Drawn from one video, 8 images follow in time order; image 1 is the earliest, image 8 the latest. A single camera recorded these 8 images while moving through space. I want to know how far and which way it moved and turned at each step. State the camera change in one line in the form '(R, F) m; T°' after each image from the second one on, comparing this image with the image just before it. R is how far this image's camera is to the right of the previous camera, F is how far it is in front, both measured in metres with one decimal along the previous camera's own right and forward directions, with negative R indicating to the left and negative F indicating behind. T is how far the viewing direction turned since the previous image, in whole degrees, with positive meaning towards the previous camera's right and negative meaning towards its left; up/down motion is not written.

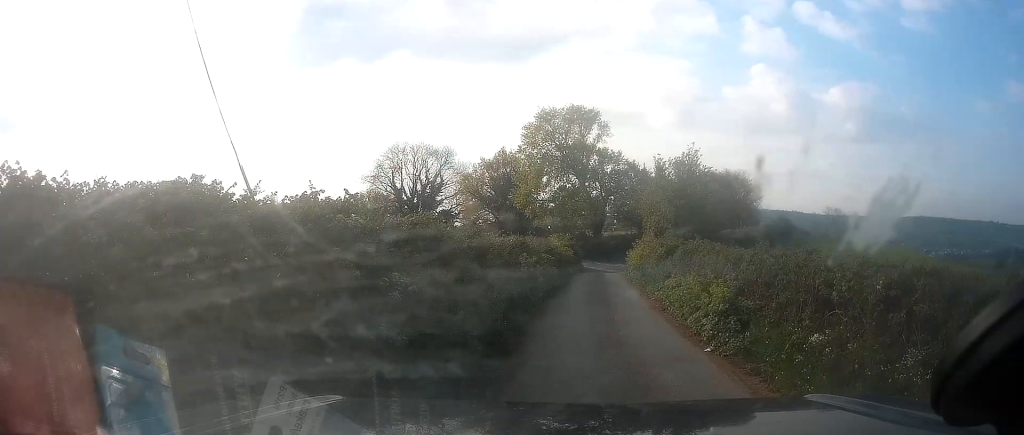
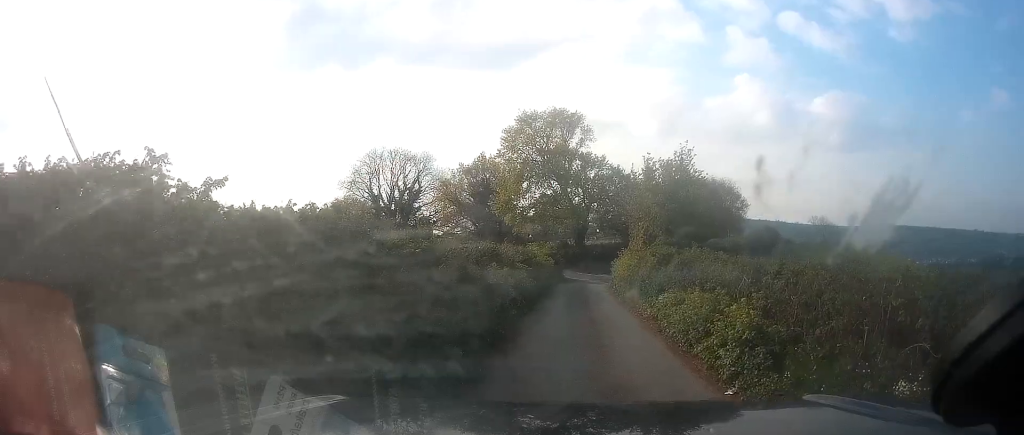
(+0.2, +1.9) m; +1°
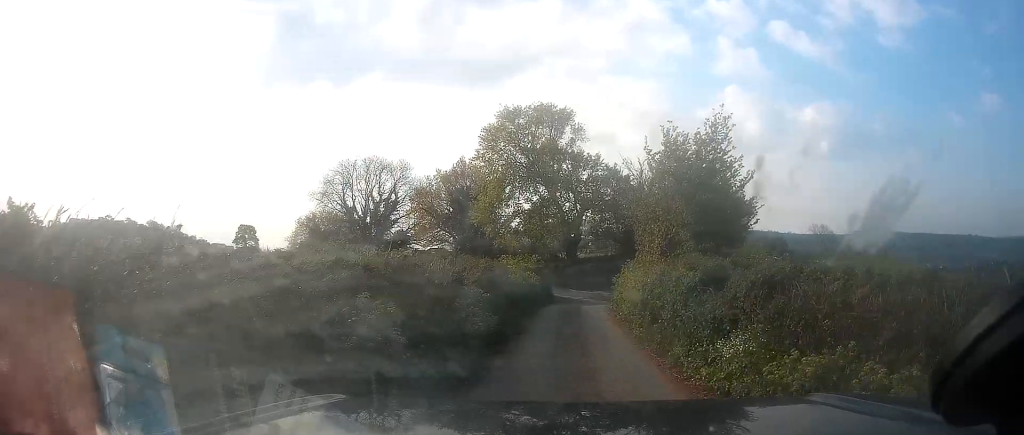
(0.0, +4.7) m; -2°
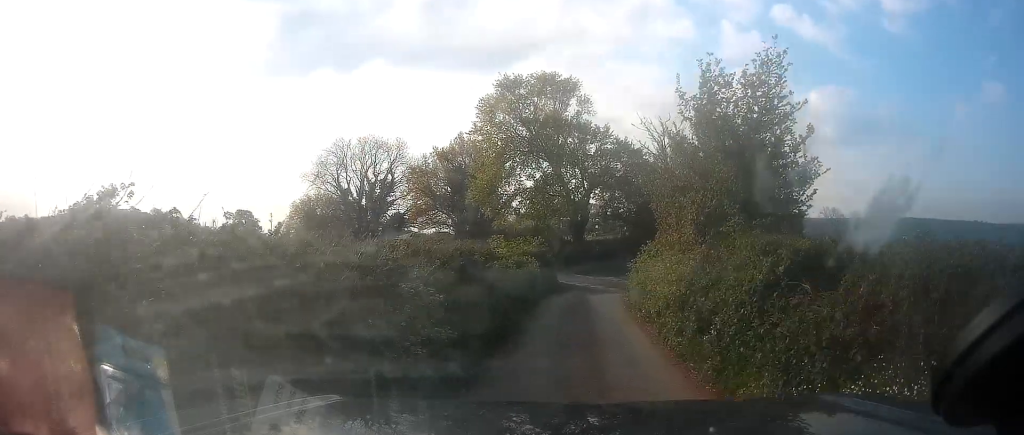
(-0.1, +2.5) m; -2°
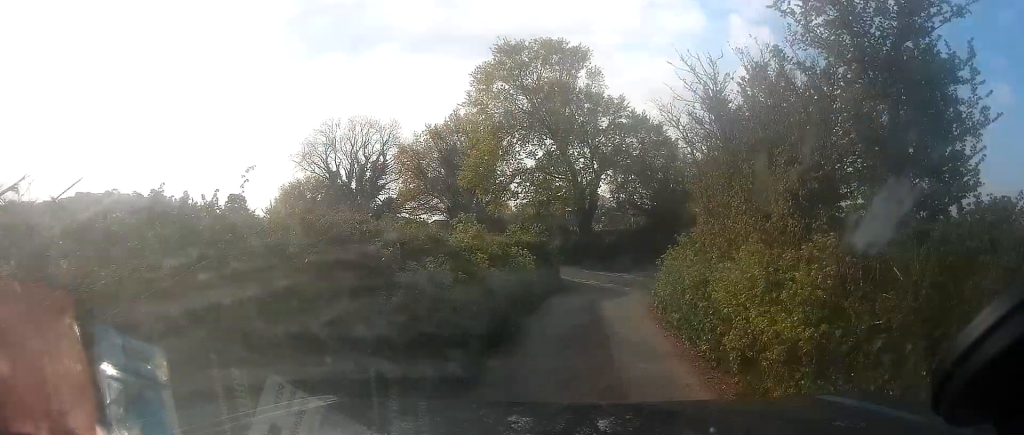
(-0.1, +4.1) m; 0°
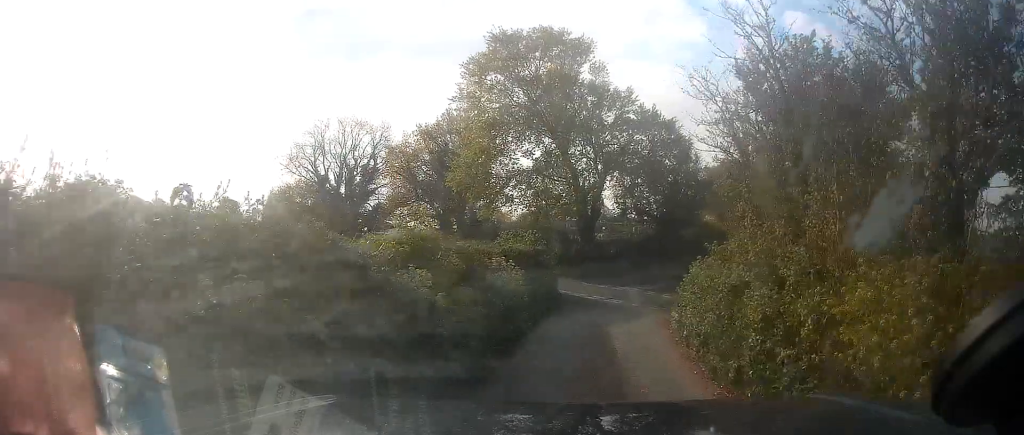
(0.0, +2.8) m; 0°
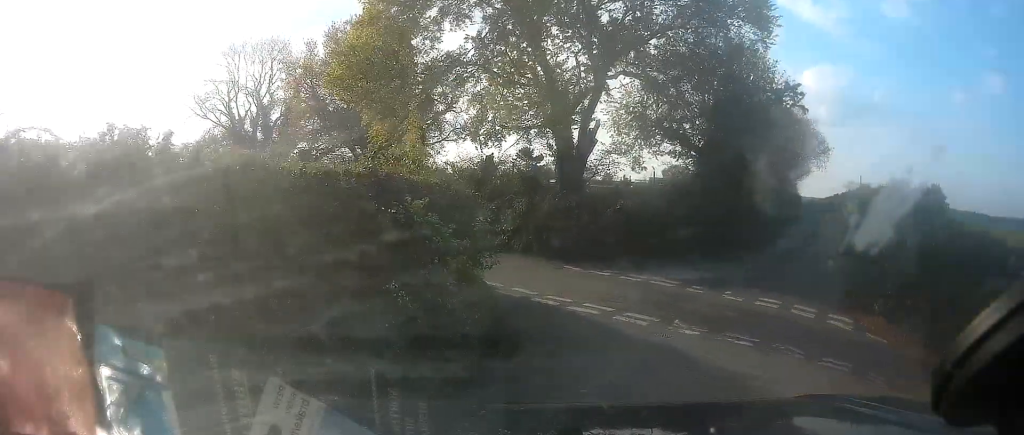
(+0.1, +12.8) m; 0°
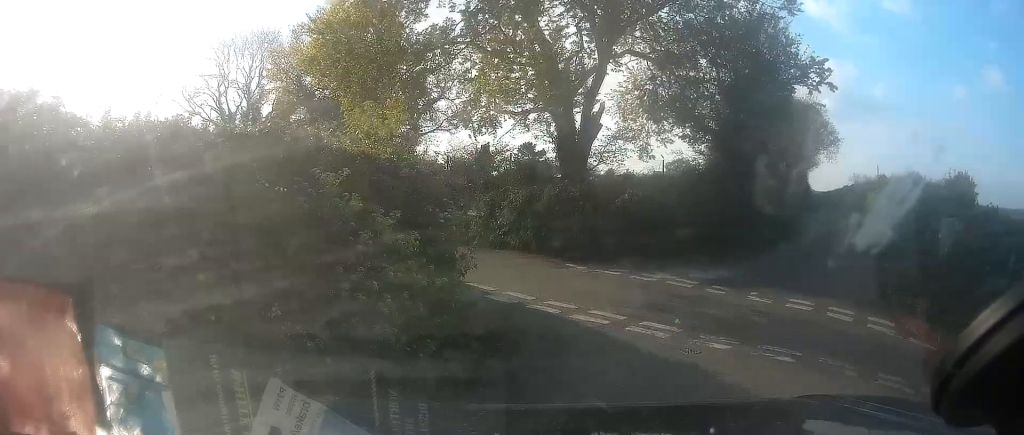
(0.0, +2.1) m; 0°
